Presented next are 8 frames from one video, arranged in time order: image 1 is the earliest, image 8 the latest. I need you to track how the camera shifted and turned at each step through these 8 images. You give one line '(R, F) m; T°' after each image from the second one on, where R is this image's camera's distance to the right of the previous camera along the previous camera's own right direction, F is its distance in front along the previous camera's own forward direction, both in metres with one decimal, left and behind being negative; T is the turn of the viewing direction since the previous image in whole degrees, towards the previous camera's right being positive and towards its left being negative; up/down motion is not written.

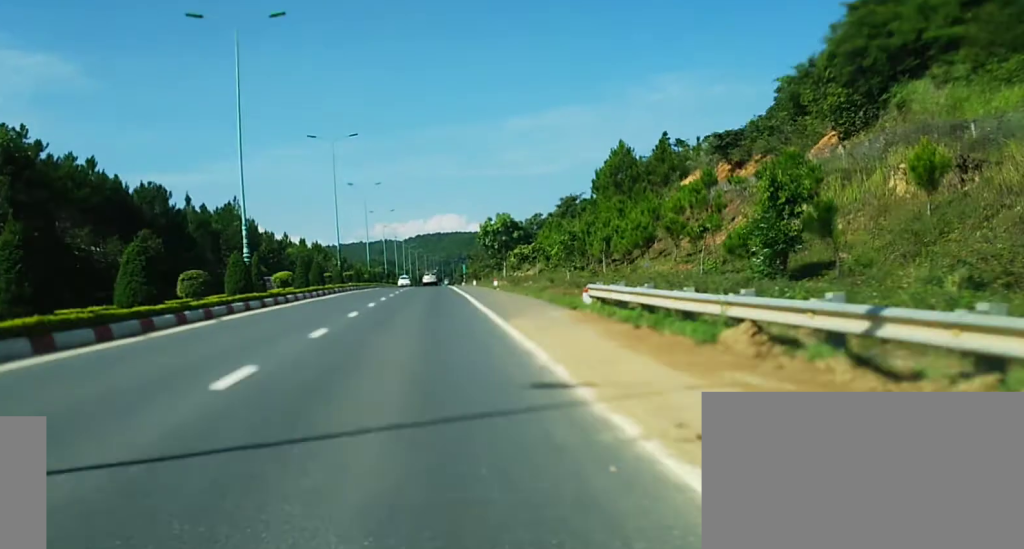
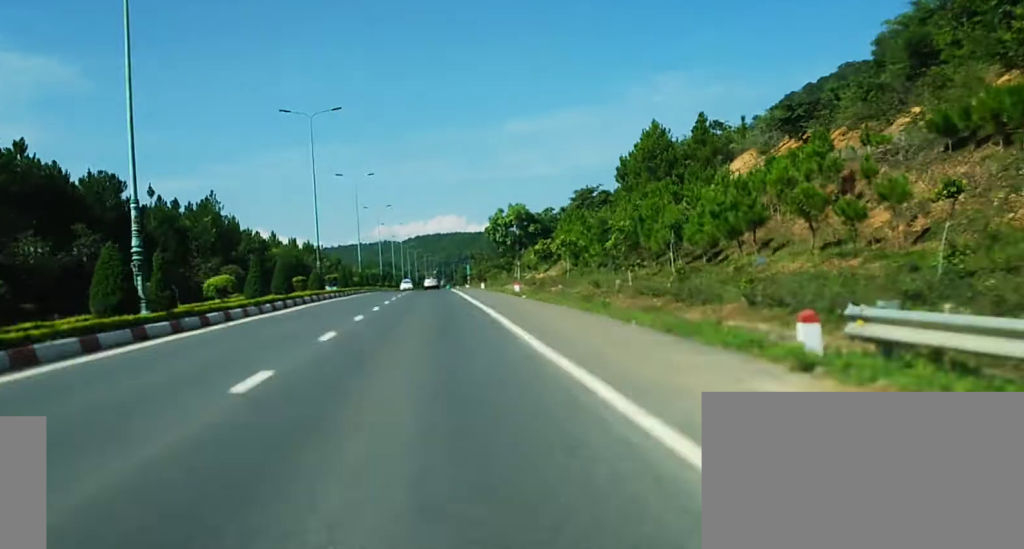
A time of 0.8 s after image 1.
(+0.1, +16.2) m; 0°
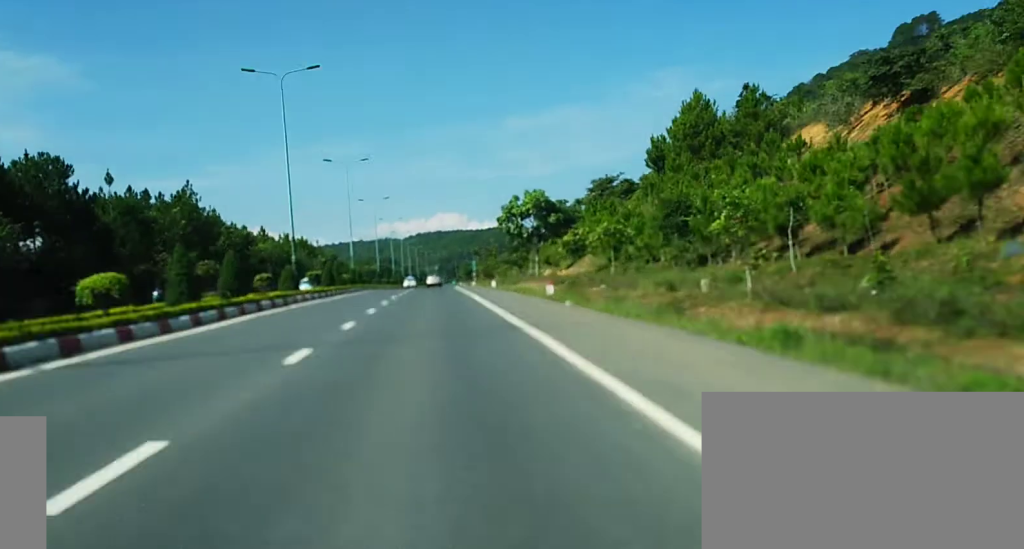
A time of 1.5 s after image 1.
(0.0, +13.5) m; 0°
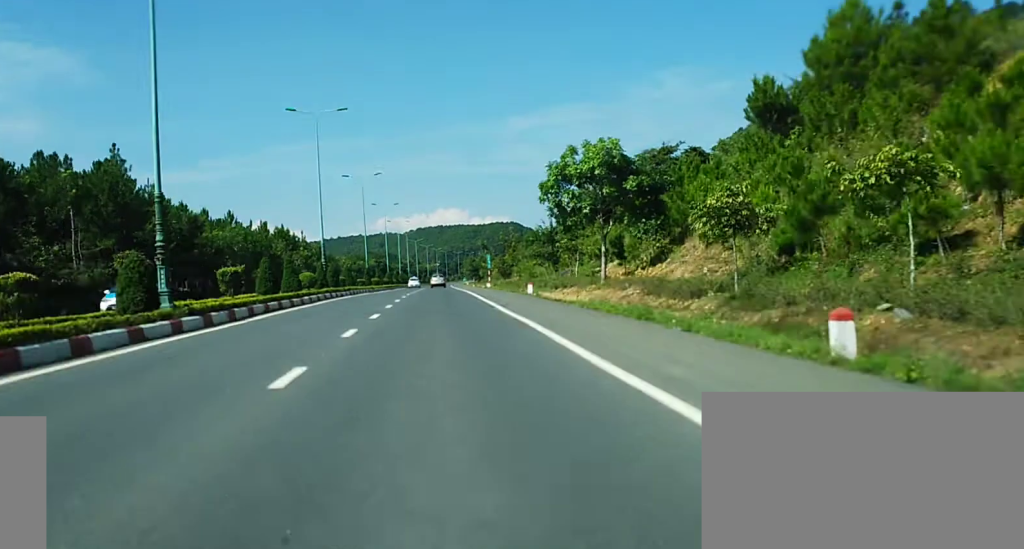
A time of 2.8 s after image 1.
(-0.1, +27.0) m; 0°
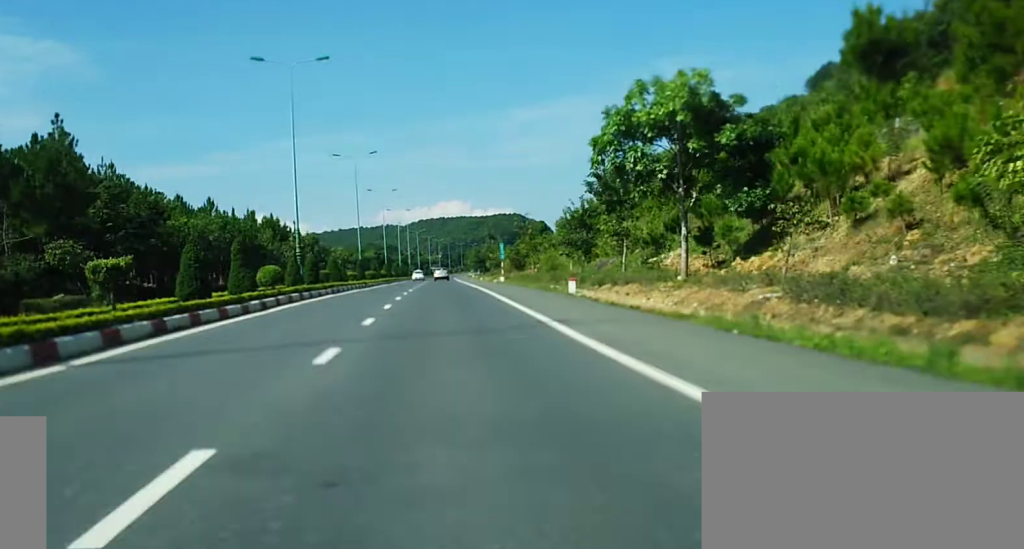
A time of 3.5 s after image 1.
(0.0, +13.6) m; 0°
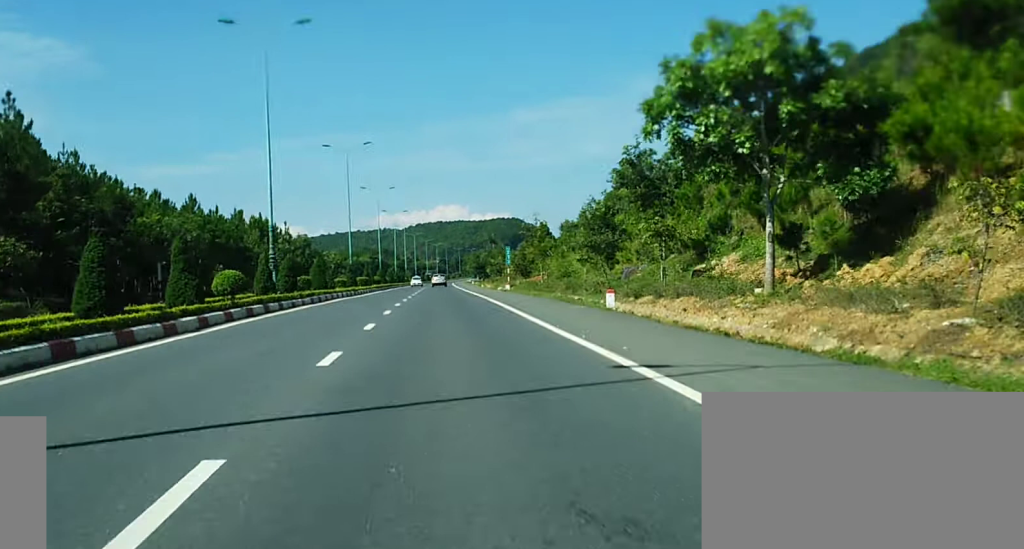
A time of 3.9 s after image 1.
(-0.1, +8.1) m; 0°
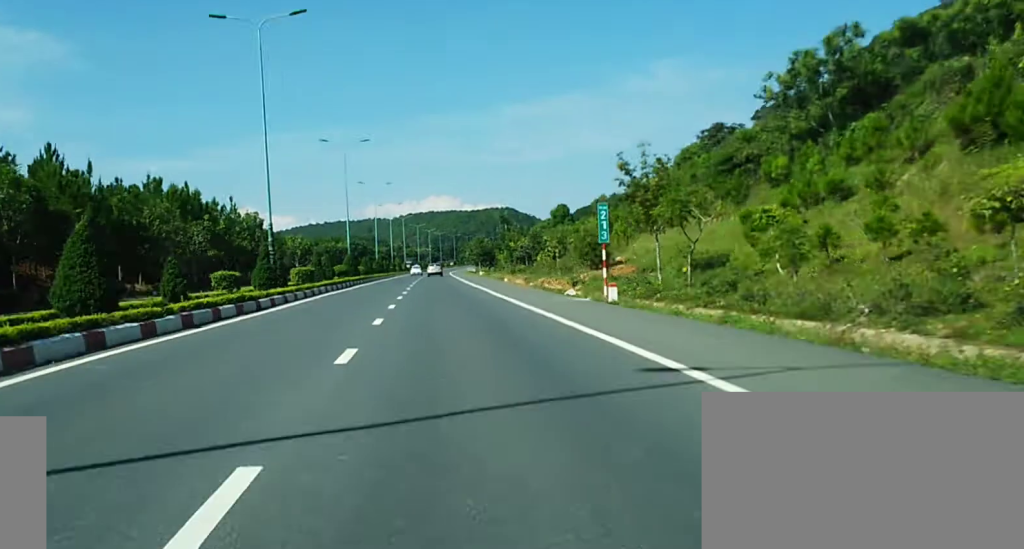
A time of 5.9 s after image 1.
(+0.2, +41.2) m; +1°
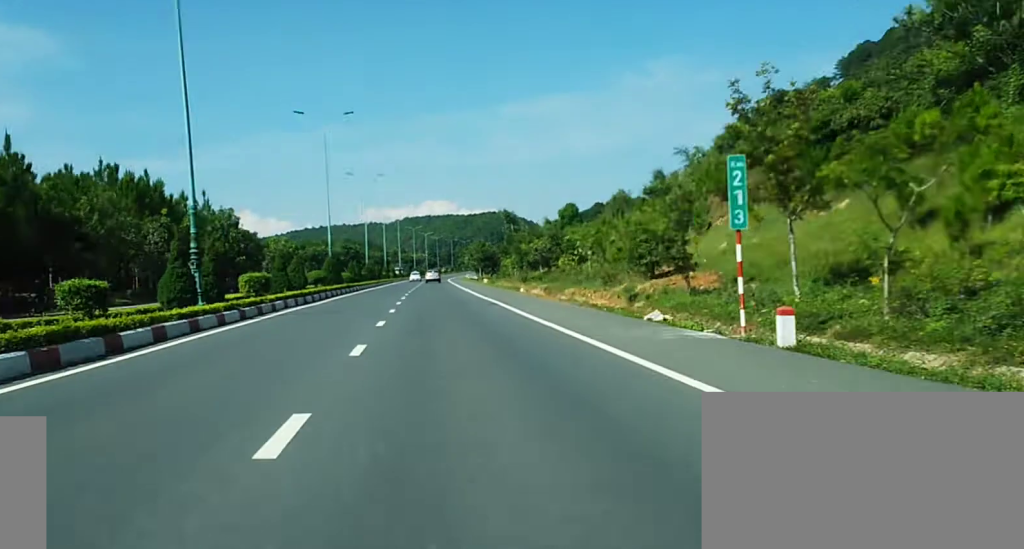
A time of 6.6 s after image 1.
(+0.1, +14.0) m; 0°
